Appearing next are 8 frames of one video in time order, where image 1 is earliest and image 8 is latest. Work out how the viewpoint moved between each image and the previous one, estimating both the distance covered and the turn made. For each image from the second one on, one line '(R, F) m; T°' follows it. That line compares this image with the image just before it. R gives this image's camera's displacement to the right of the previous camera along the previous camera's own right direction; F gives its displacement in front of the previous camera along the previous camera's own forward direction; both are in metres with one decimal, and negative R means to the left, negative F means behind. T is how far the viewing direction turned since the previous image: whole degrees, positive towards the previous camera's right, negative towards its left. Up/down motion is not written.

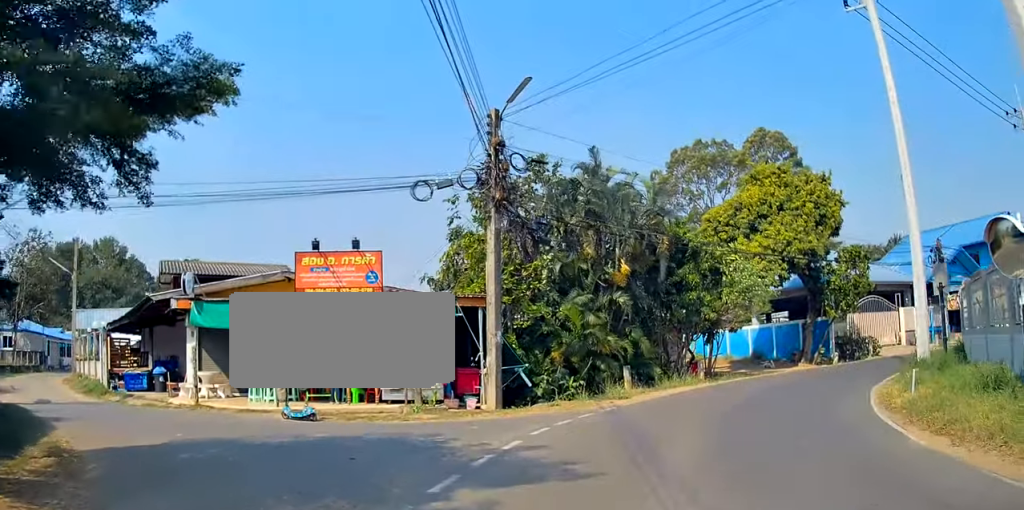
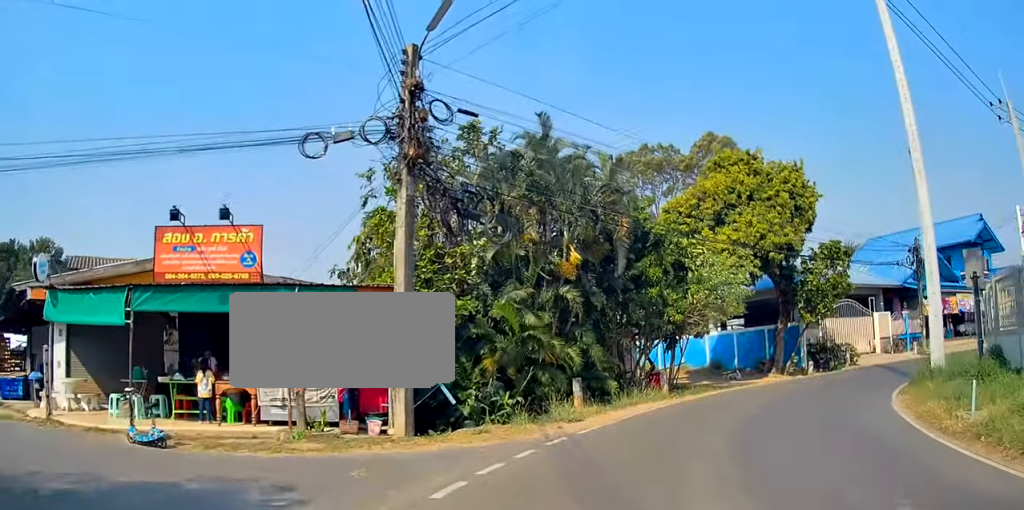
(-0.2, +3.9) m; -3°
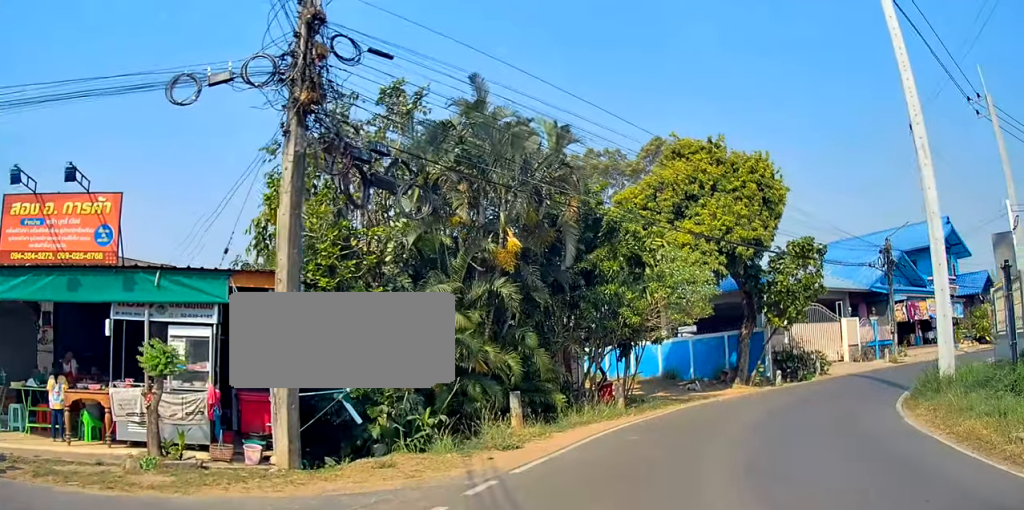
(-0.2, +2.7) m; +1°
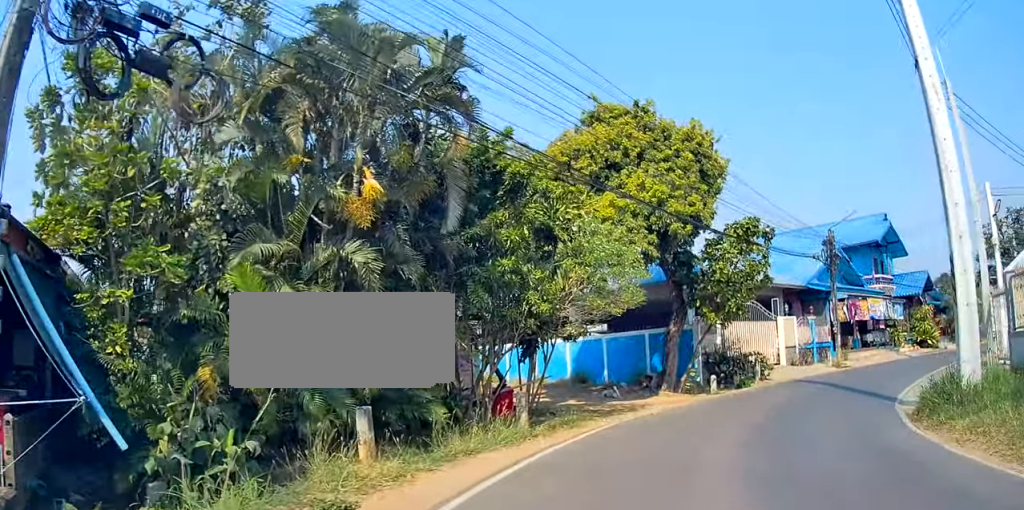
(+0.2, +3.5) m; +4°
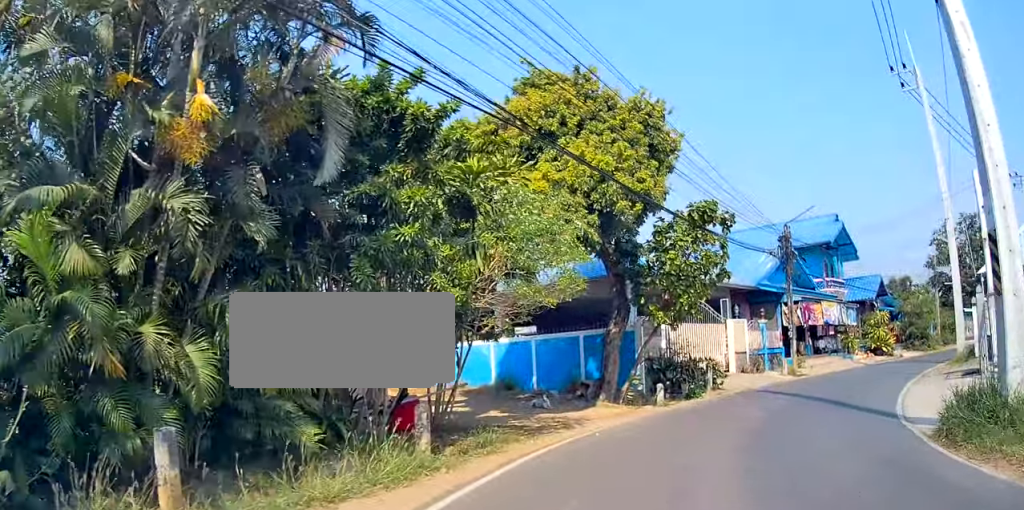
(+0.1, +2.6) m; +4°
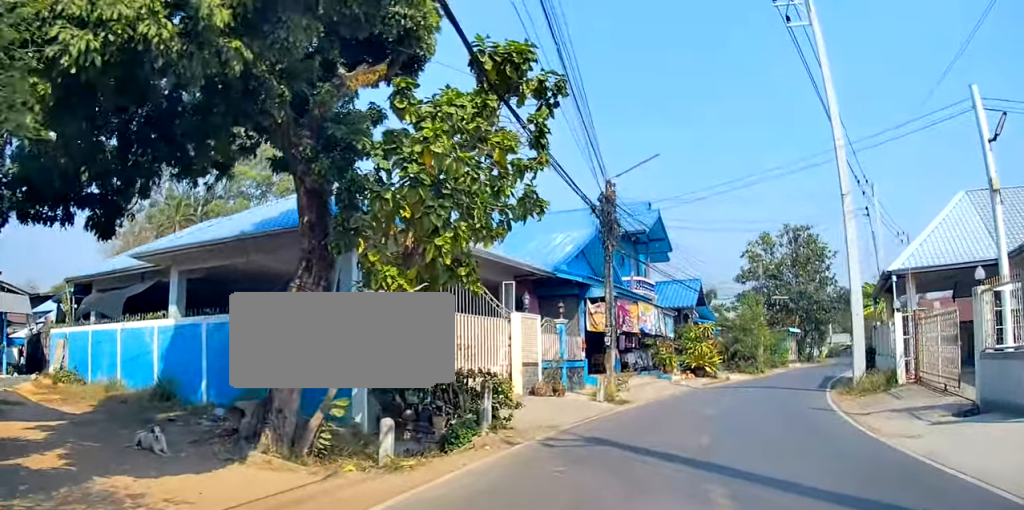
(+1.0, +8.2) m; +15°
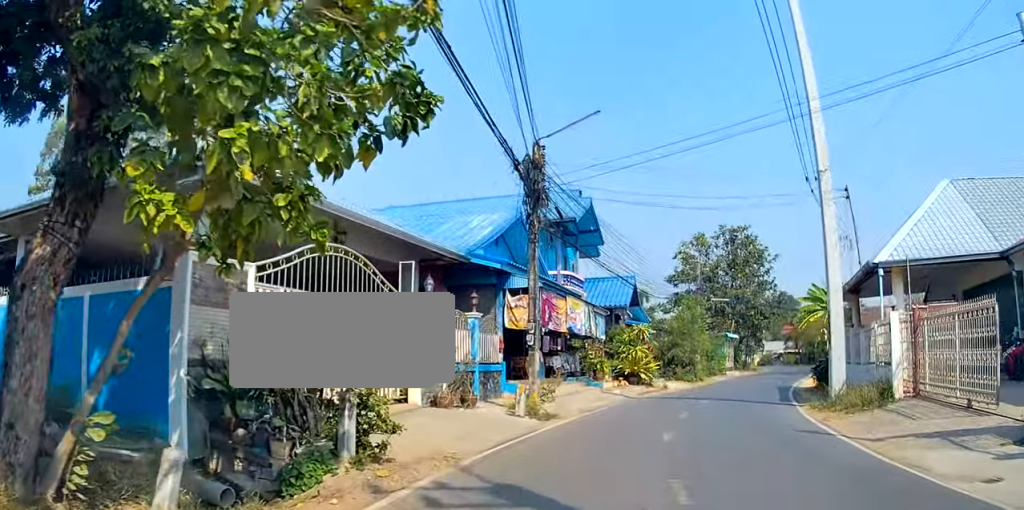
(+0.1, +2.8) m; +7°
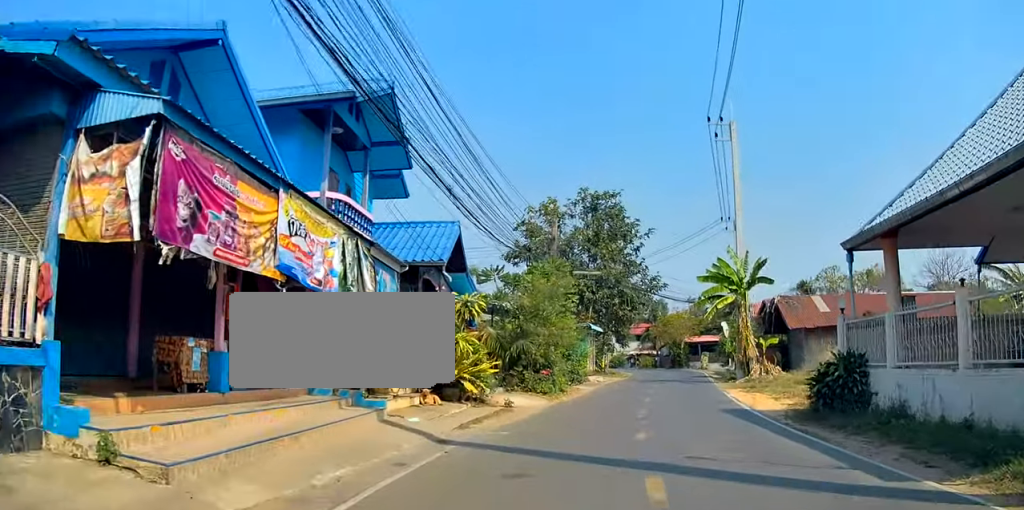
(+2.9, +8.8) m; +38°
